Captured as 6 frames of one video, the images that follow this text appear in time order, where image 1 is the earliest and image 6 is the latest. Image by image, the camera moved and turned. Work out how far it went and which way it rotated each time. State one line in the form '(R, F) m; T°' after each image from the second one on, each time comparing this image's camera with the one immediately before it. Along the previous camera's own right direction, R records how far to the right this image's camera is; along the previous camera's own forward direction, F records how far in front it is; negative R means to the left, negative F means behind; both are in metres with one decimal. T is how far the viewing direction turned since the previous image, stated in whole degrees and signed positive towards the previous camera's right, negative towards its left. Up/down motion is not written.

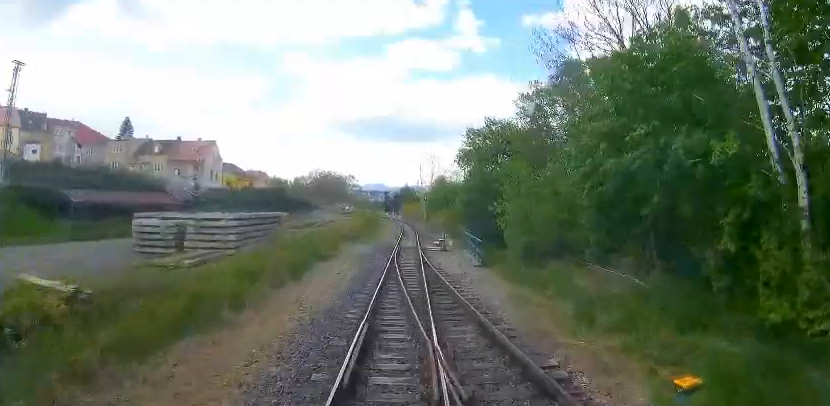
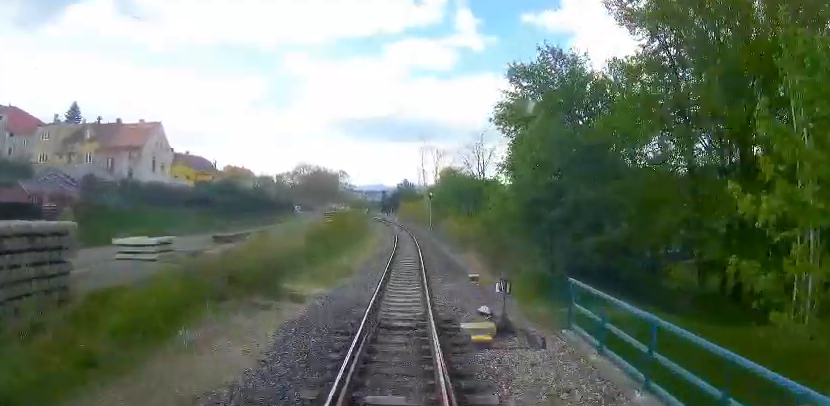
(-0.2, +19.6) m; -2°
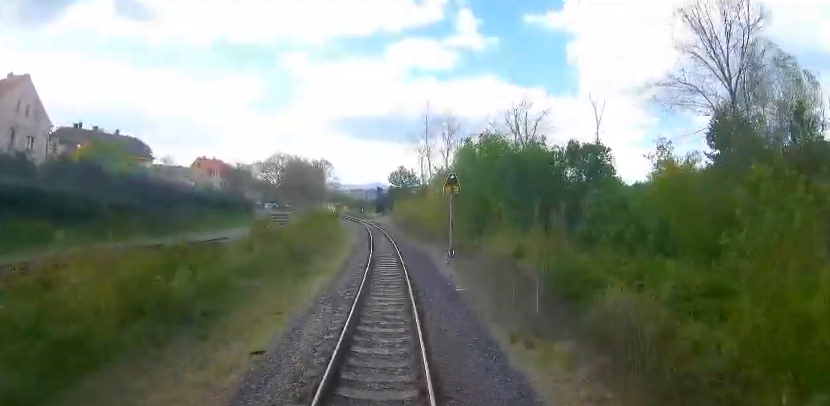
(+0.1, +27.3) m; -1°
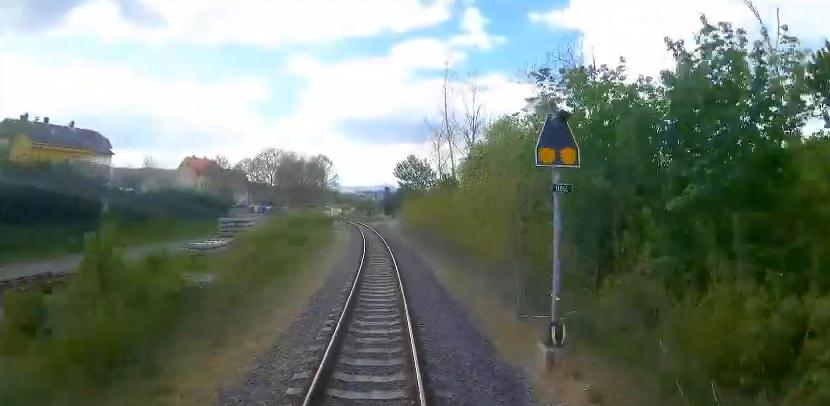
(-0.4, +15.1) m; -1°
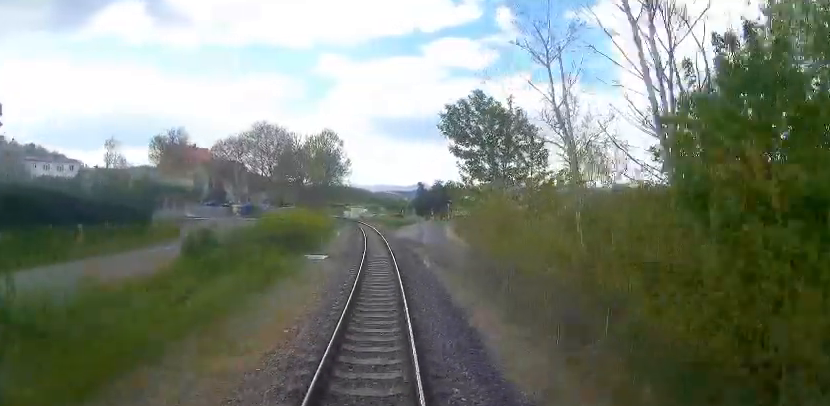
(-0.8, +28.8) m; -3°
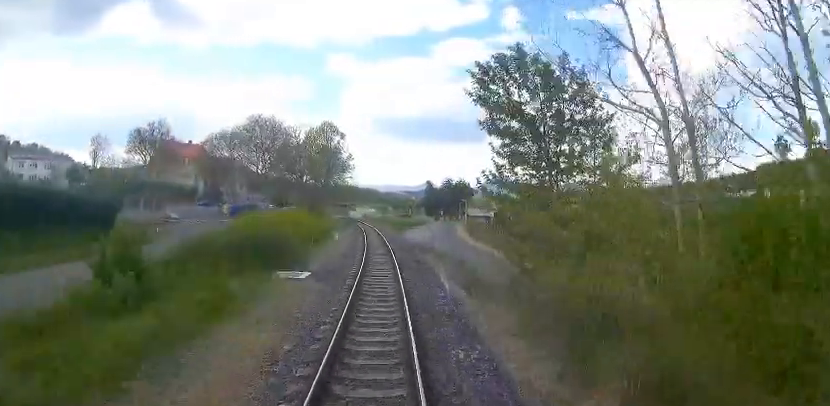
(0.0, +6.8) m; -1°
